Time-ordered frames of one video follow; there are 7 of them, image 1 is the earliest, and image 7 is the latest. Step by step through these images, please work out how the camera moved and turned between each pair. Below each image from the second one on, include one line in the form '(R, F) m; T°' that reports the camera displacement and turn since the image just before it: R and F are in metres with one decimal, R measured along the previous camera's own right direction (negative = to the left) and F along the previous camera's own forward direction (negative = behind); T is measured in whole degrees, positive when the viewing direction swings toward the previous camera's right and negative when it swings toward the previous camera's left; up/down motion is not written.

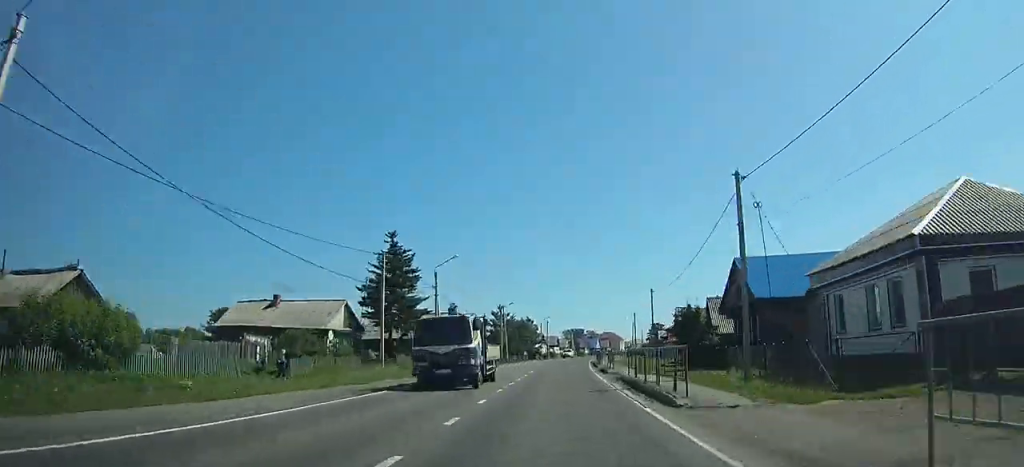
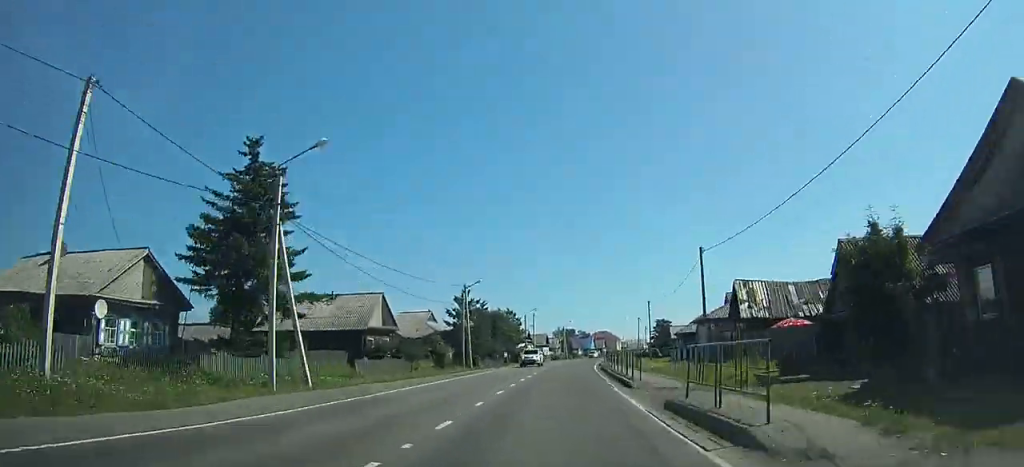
(-0.2, +24.5) m; +1°
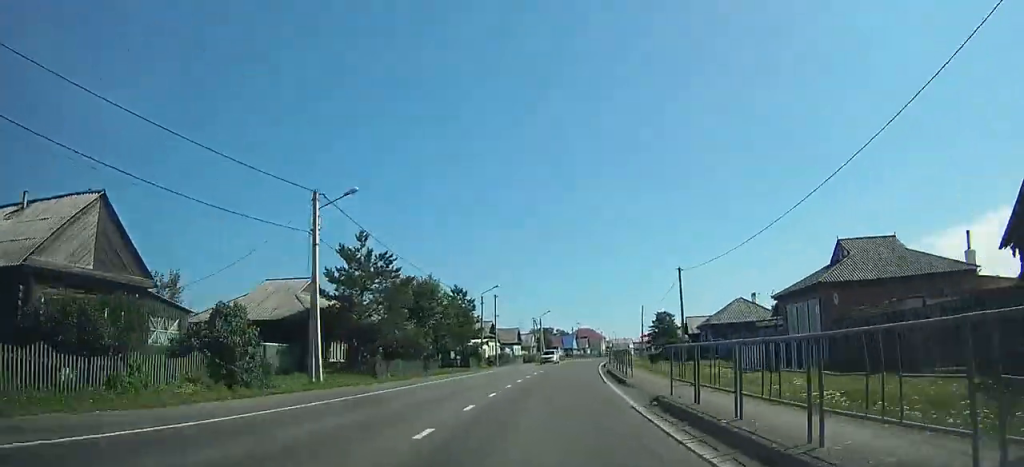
(+2.1, +29.6) m; +5°
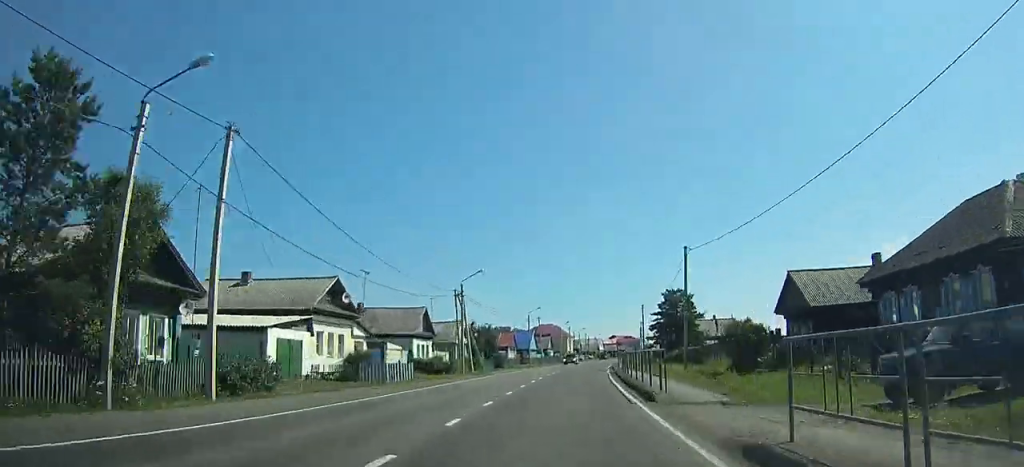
(+2.4, +46.5) m; +5°
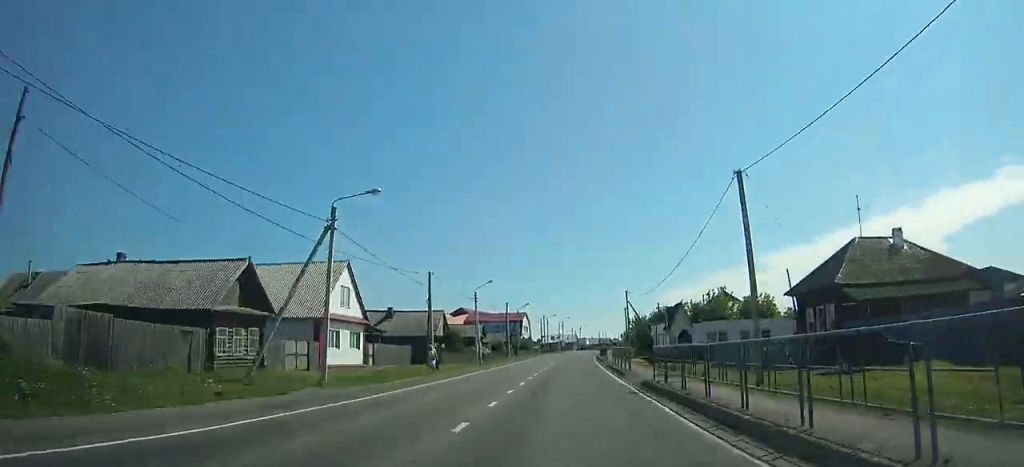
(+21.7, +189.7) m; +12°
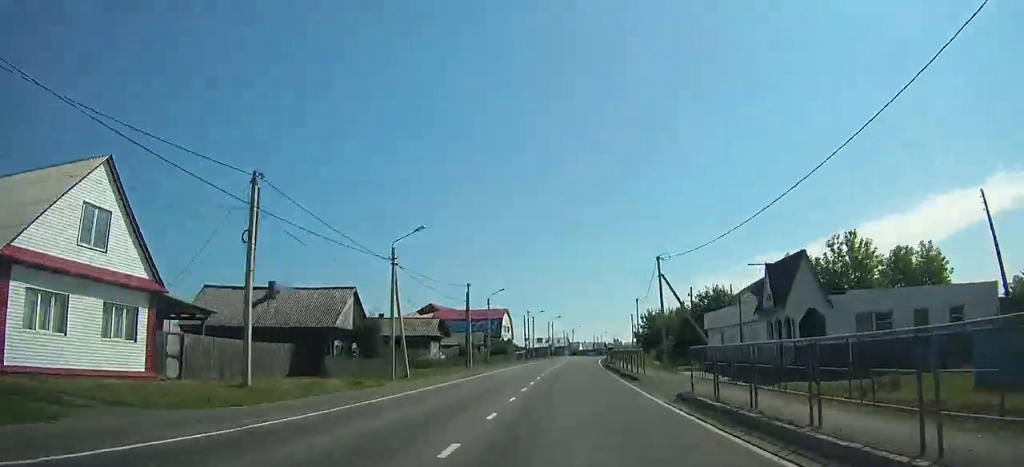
(+0.1, +25.3) m; +1°
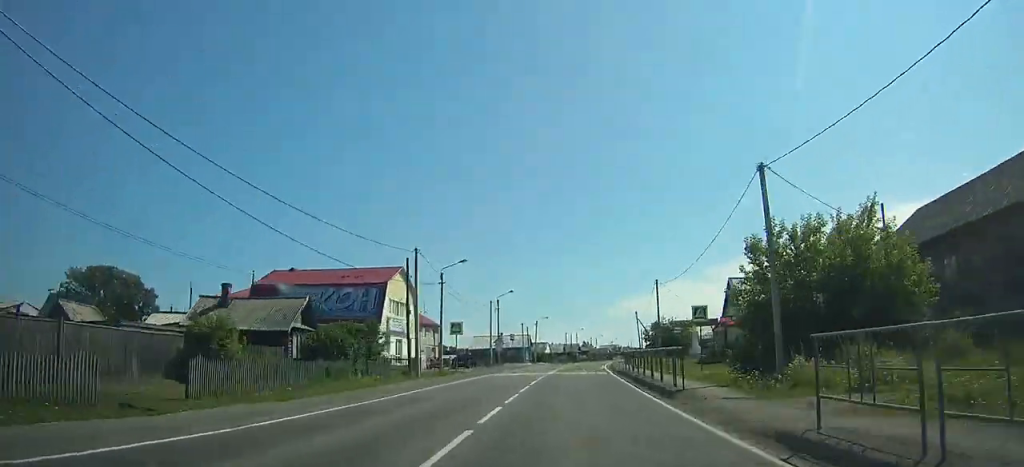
(+1.4, +53.3) m; +4°
